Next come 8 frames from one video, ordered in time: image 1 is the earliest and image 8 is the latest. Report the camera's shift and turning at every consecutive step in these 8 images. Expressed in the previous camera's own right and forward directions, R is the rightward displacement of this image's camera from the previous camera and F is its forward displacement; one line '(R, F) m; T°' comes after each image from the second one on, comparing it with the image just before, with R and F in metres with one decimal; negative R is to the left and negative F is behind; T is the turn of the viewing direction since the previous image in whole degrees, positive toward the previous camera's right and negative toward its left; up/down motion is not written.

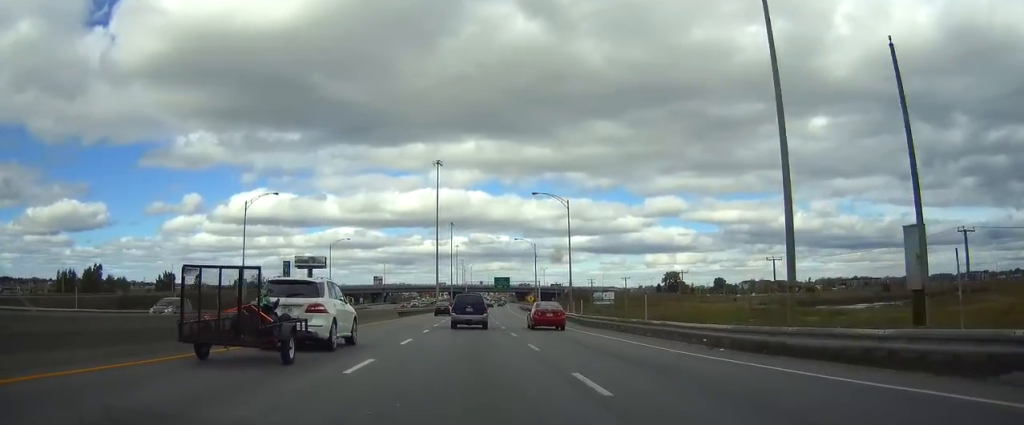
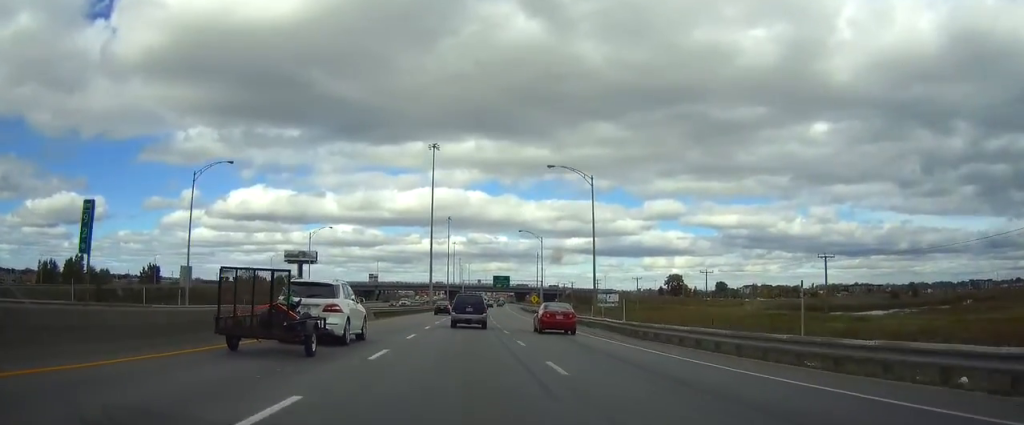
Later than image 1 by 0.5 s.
(0.0, +14.8) m; 0°
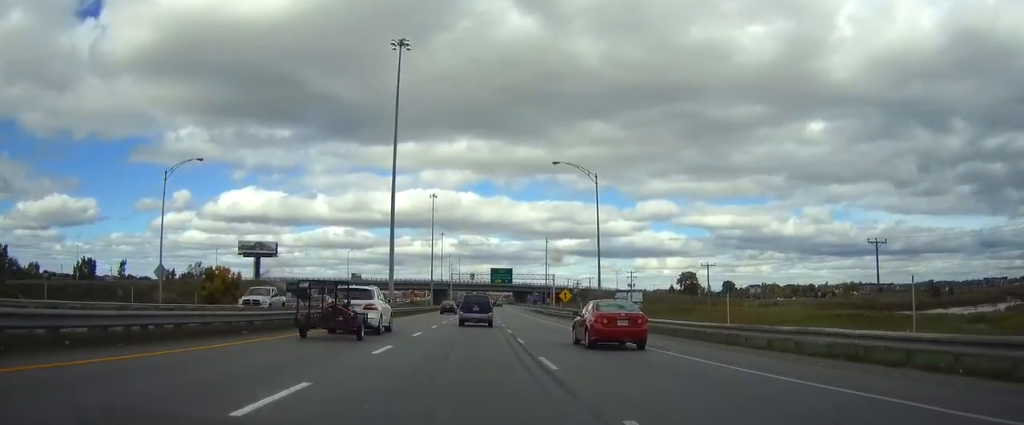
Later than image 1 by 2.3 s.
(+0.5, +53.7) m; +1°
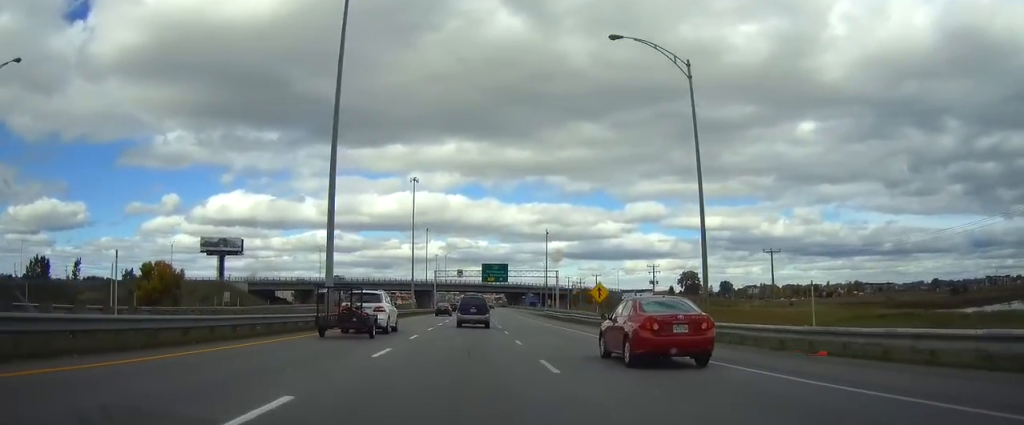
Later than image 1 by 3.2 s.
(+0.1, +28.1) m; +1°
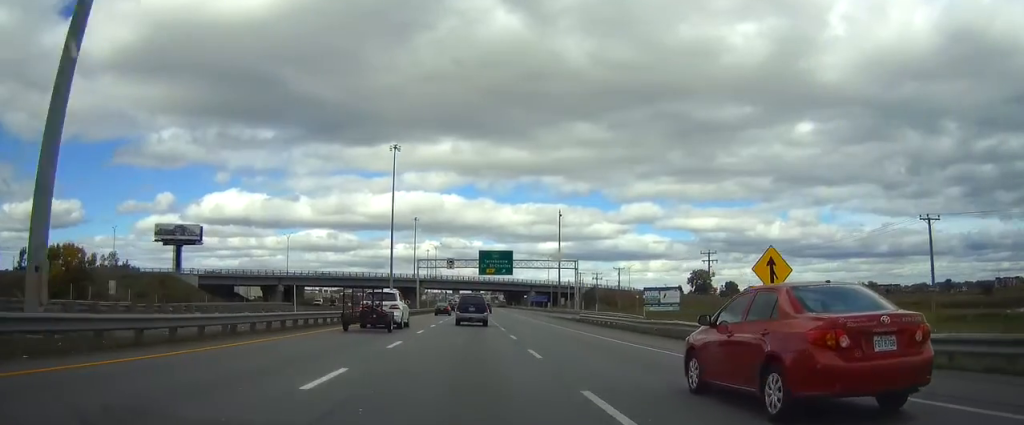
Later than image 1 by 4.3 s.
(+0.3, +33.3) m; +1°
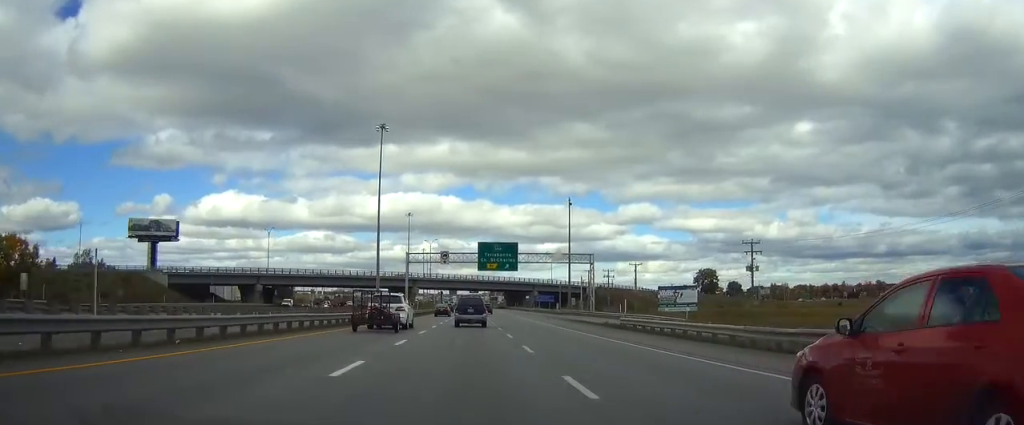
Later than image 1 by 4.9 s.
(0.0, +16.2) m; 0°
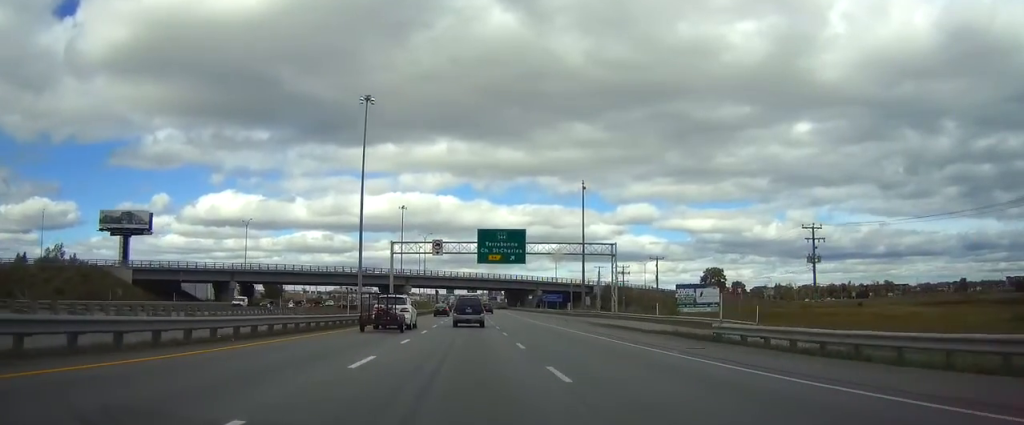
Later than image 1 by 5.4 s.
(0.0, +16.2) m; 0°
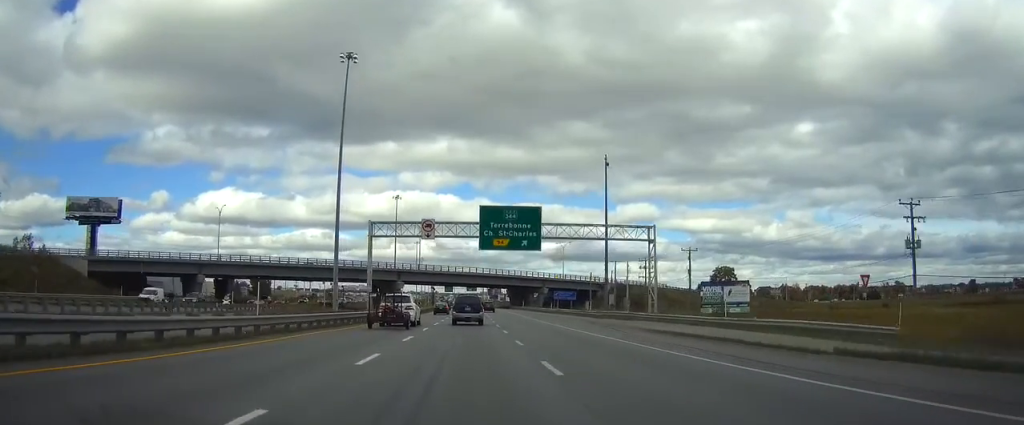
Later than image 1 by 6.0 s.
(0.0, +17.3) m; 0°
